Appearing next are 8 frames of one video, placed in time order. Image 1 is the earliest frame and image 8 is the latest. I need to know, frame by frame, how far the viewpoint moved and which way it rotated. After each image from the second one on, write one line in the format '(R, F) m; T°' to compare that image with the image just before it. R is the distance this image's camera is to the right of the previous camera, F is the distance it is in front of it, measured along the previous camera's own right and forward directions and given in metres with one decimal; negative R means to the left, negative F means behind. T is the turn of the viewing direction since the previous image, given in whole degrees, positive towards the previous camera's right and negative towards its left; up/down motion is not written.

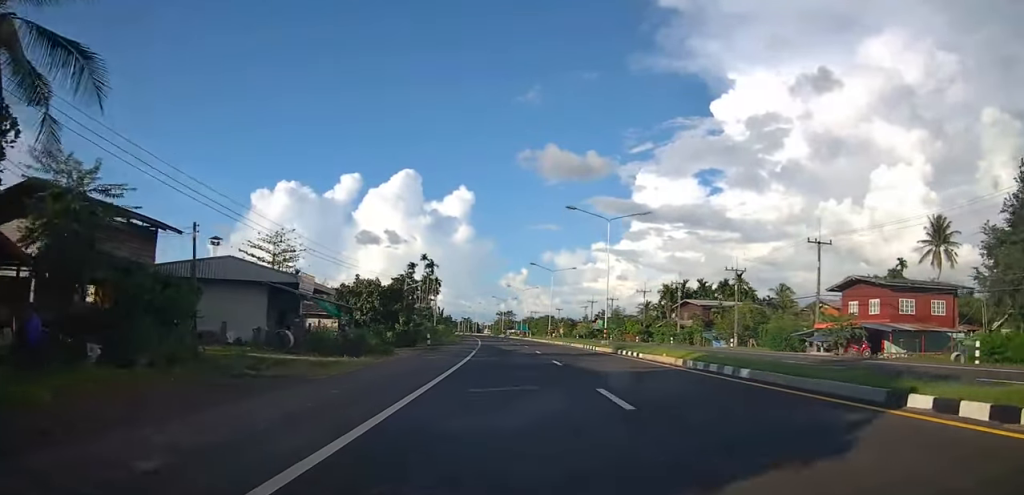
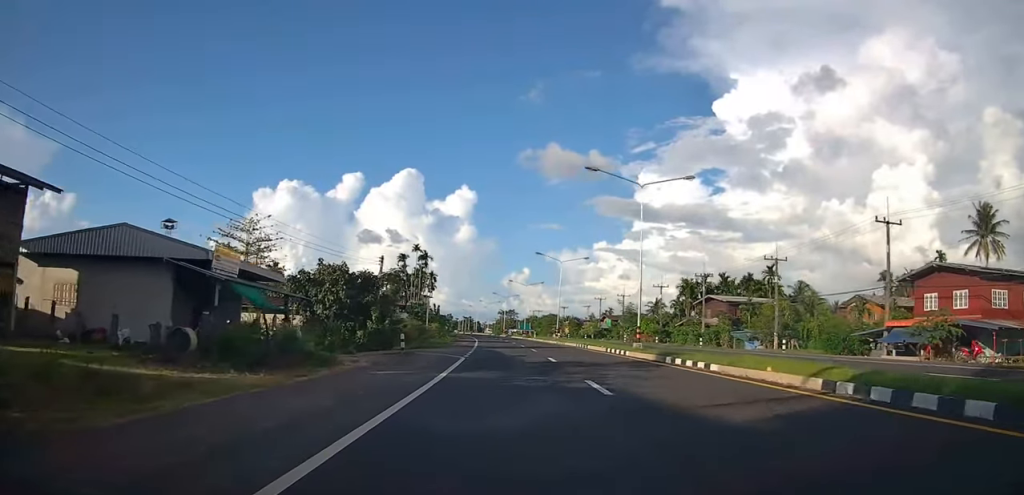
(0.0, +9.7) m; 0°
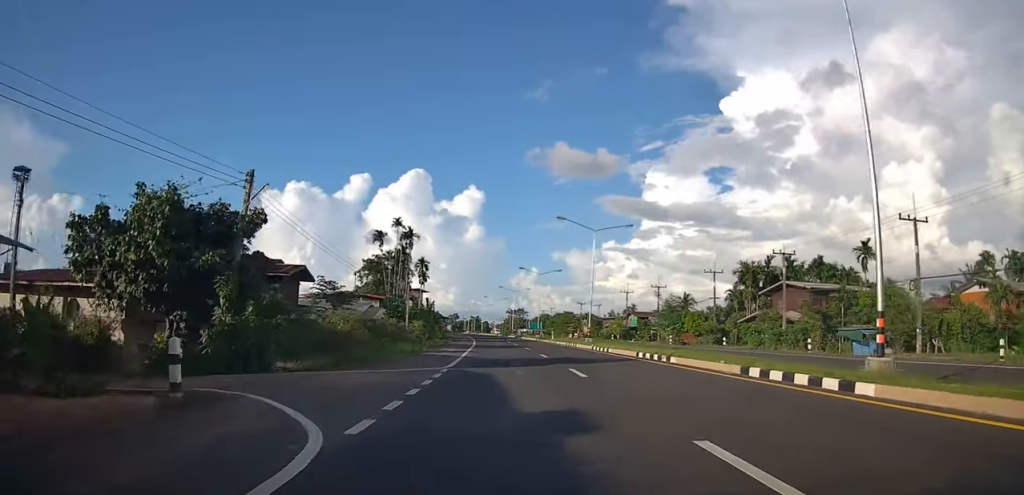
(0.0, +20.1) m; -2°
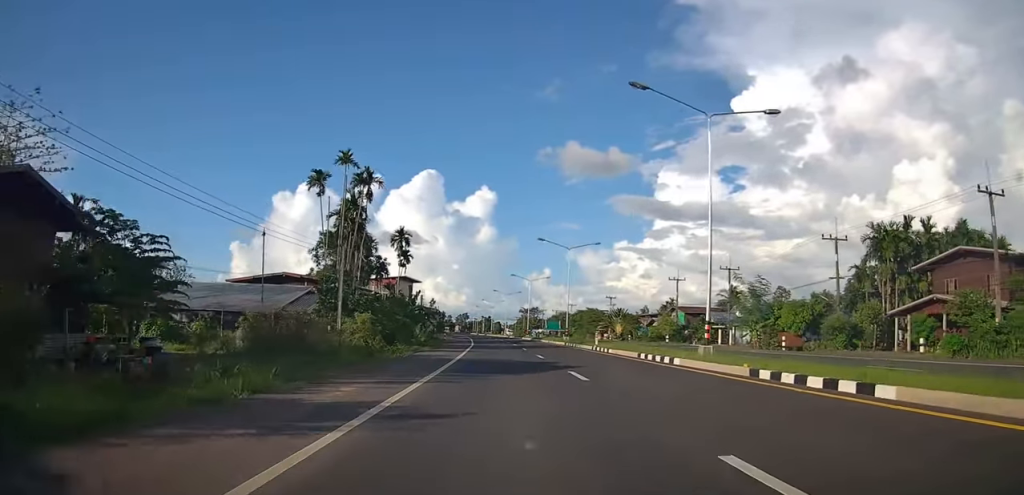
(-0.8, +24.8) m; -3°
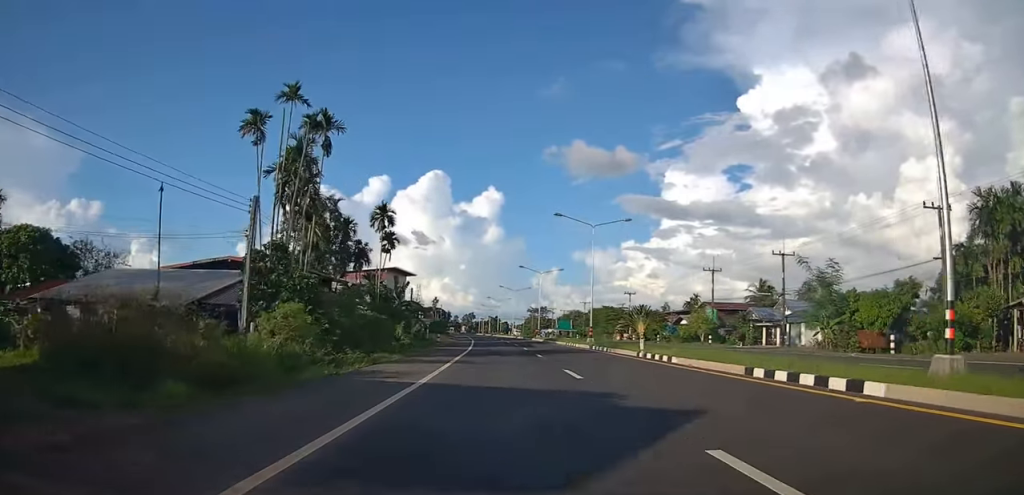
(0.0, +11.7) m; 0°
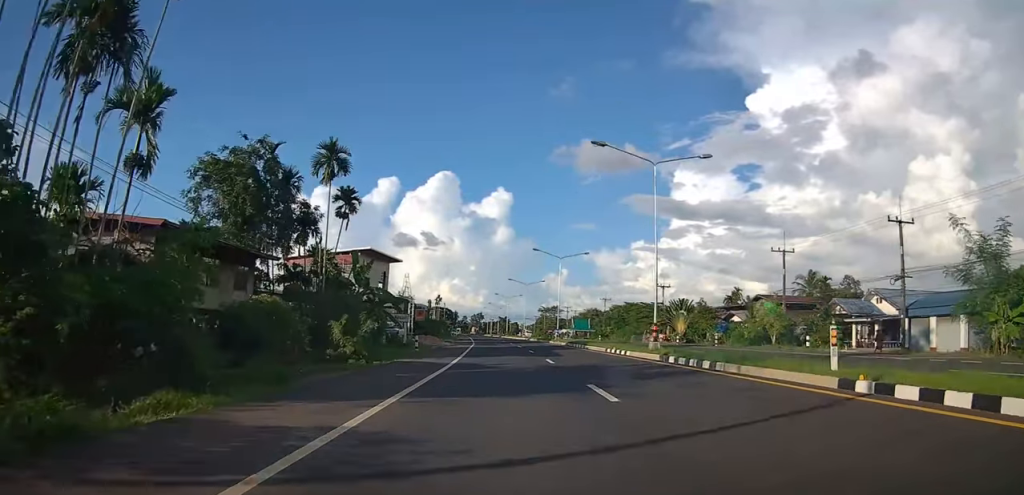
(0.0, +16.9) m; 0°
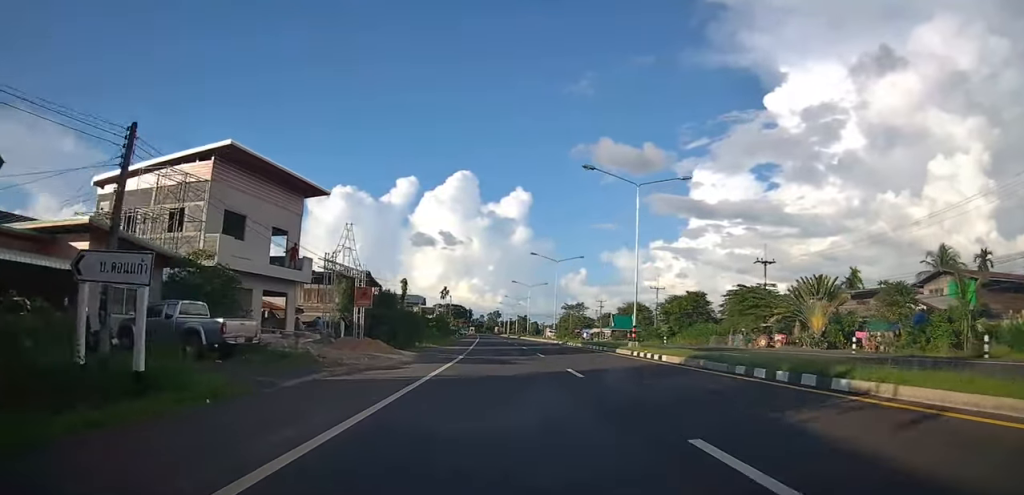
(-0.1, +30.4) m; 0°
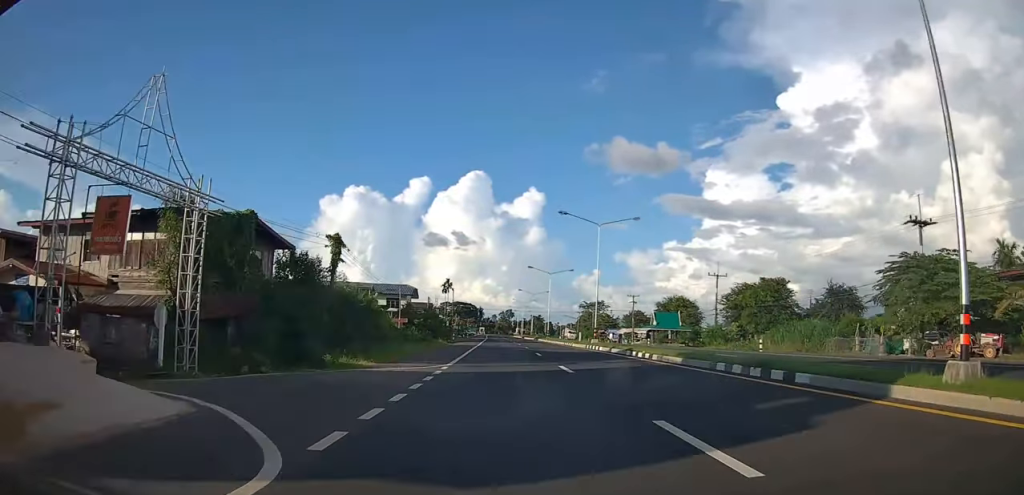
(-0.1, +22.5) m; -2°
